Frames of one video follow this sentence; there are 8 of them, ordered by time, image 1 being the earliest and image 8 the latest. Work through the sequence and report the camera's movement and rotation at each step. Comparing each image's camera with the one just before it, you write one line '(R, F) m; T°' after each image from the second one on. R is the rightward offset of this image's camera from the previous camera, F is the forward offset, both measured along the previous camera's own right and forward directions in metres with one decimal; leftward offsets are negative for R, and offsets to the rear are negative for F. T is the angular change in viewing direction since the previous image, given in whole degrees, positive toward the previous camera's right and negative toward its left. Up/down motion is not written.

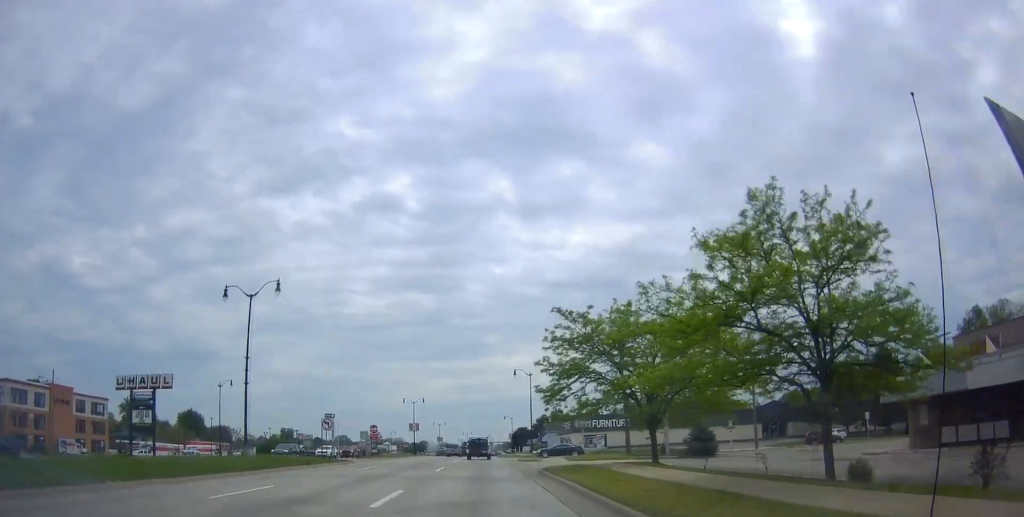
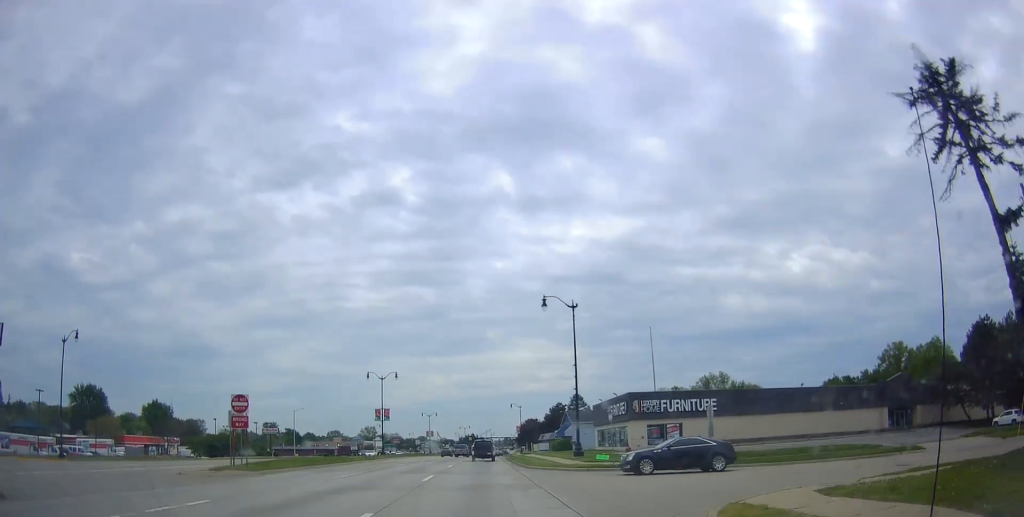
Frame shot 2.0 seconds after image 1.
(0.0, +35.8) m; +2°
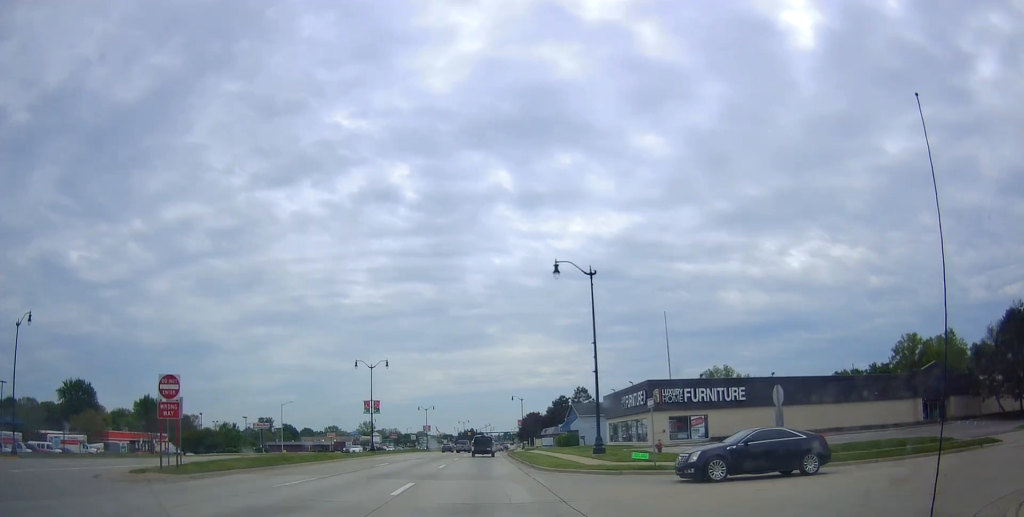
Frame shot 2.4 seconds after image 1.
(0.0, +7.0) m; 0°
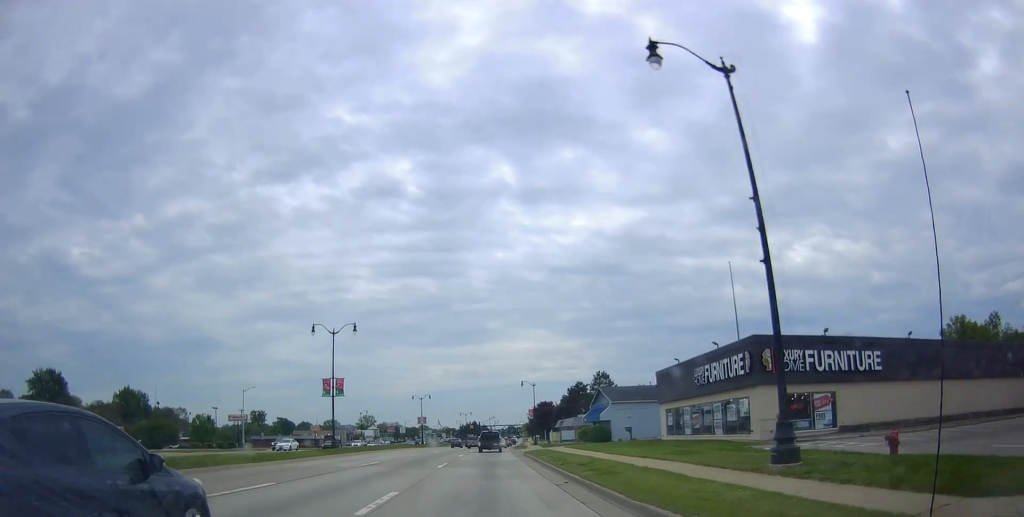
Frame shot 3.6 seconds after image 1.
(-0.2, +19.9) m; -1°
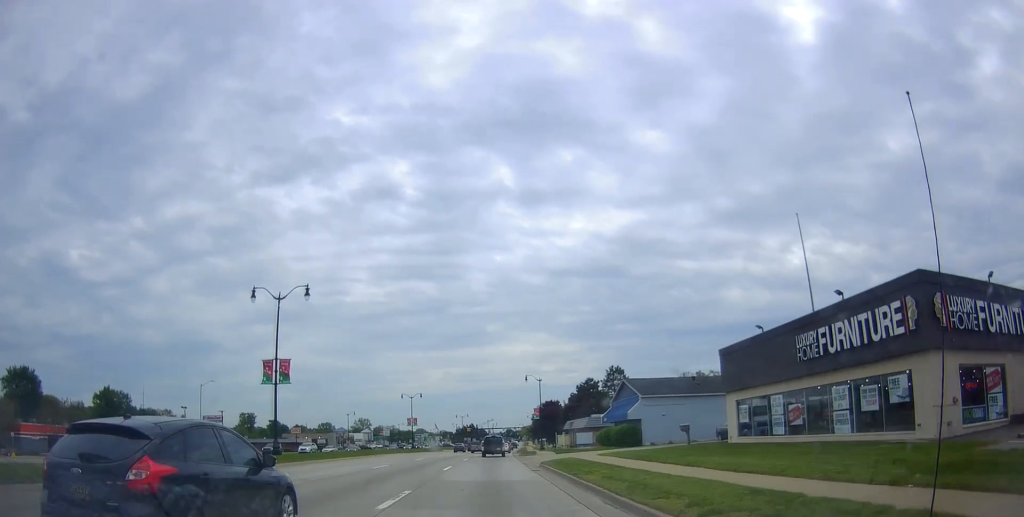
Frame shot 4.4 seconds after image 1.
(-0.2, +14.1) m; 0°
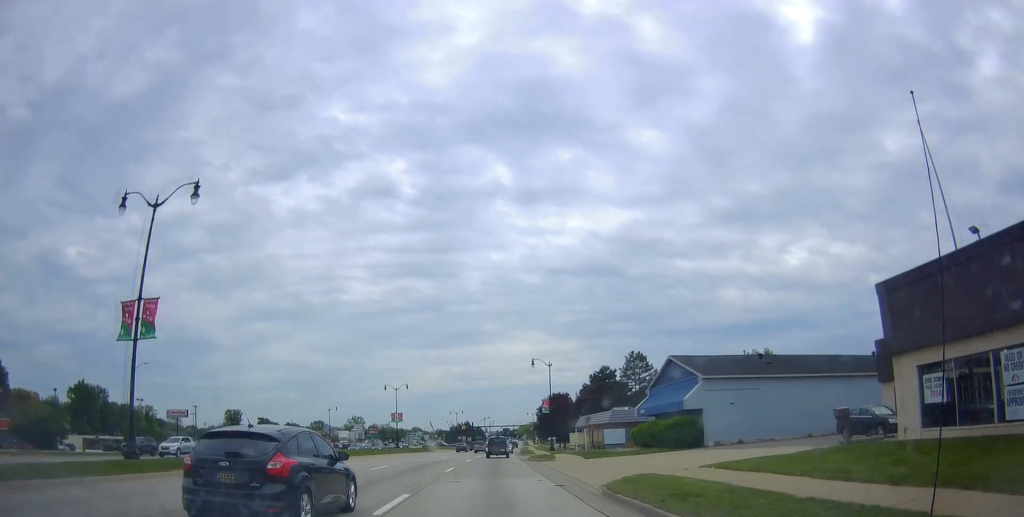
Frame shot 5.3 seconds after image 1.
(+0.3, +16.2) m; +1°
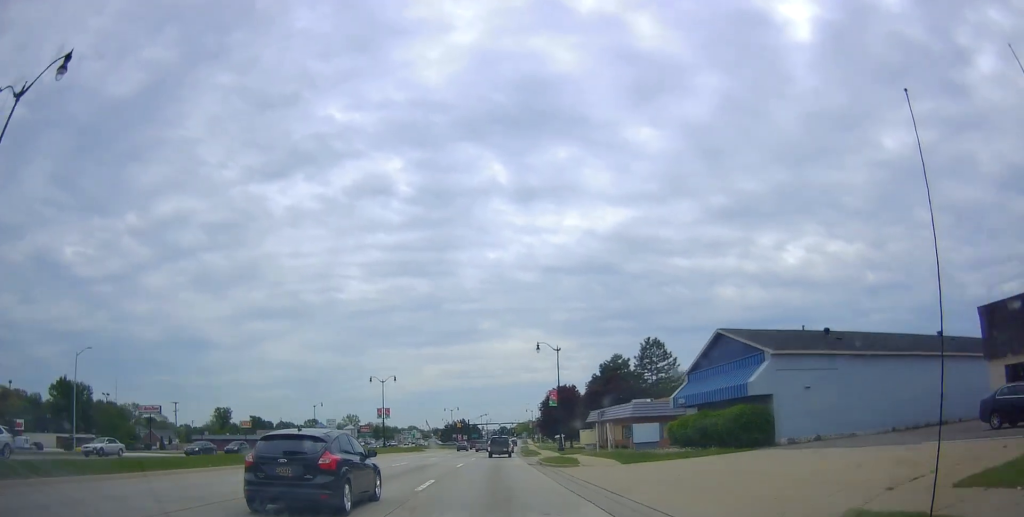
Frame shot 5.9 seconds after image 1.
(+0.1, +10.2) m; -2°
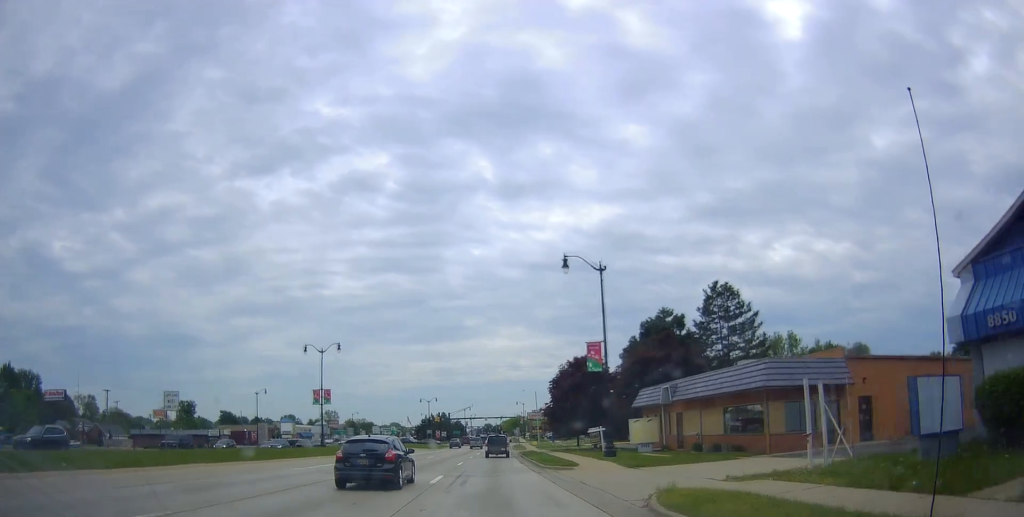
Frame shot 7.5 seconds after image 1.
(-0.7, +27.0) m; +1°
